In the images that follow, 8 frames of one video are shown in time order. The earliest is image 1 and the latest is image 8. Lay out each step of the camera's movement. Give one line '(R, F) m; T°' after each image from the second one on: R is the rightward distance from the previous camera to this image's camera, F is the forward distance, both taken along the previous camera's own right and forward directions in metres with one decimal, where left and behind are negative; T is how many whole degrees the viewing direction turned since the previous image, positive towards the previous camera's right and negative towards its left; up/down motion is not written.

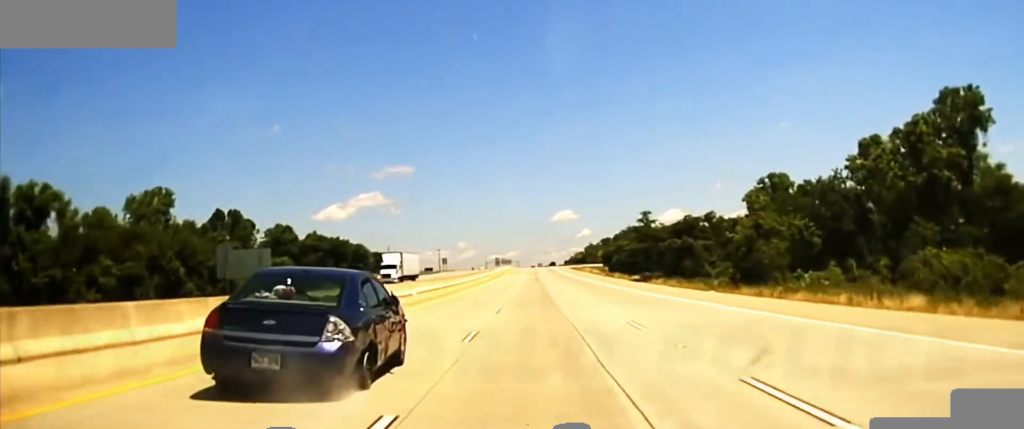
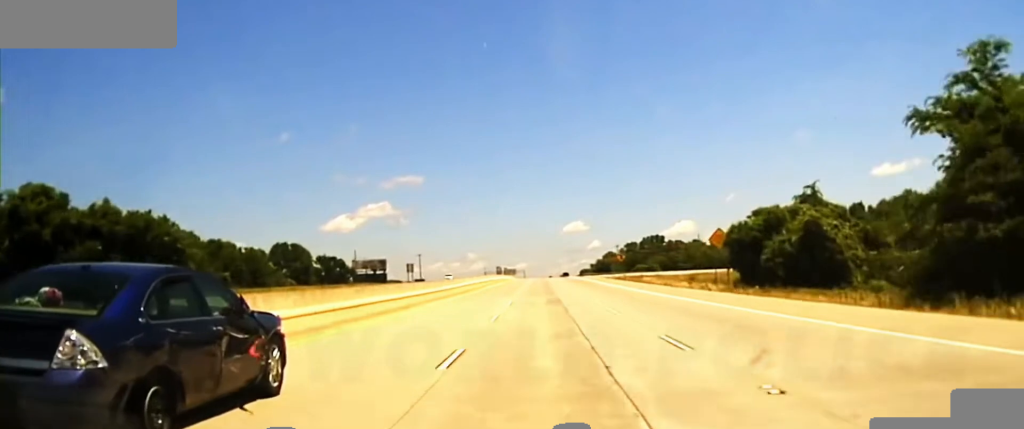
(-0.5, +100.0) m; 0°
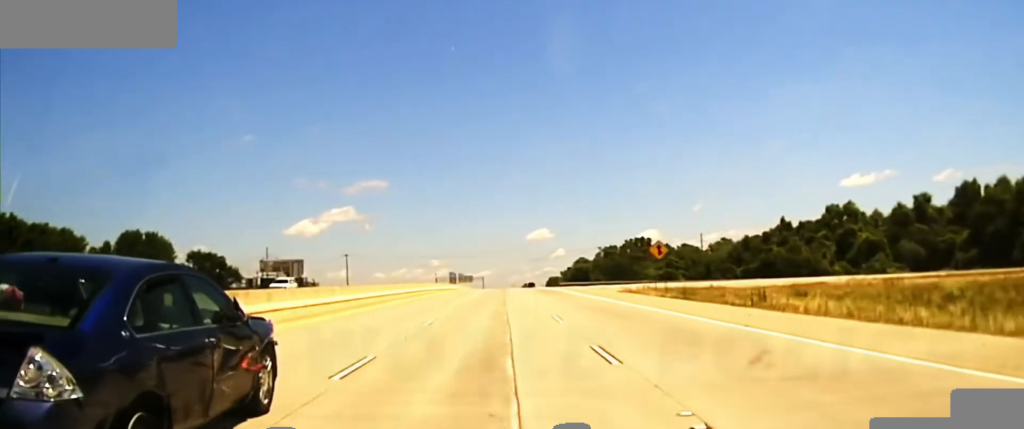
(+0.6, +87.4) m; +1°
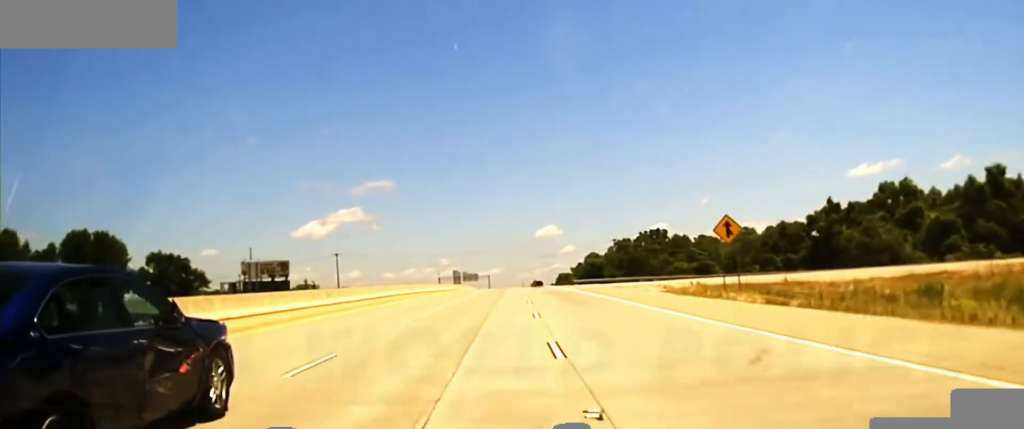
(+0.2, +29.3) m; 0°
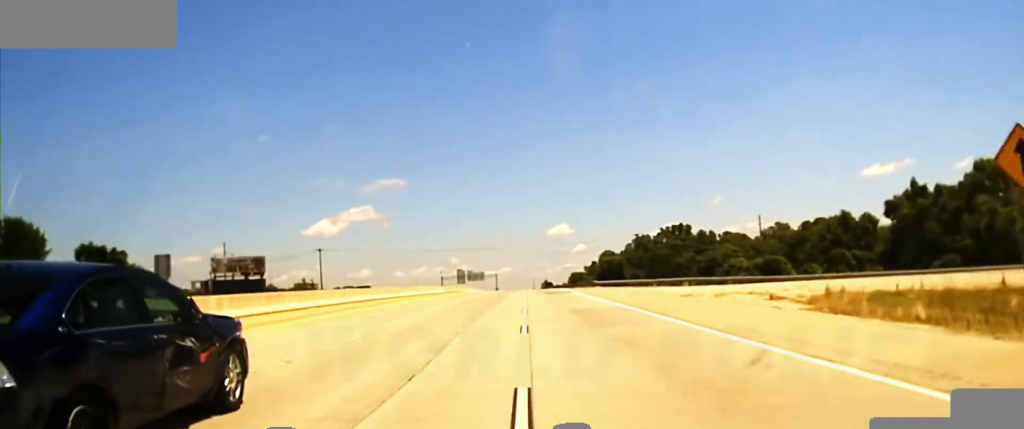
(+0.1, +35.2) m; 0°
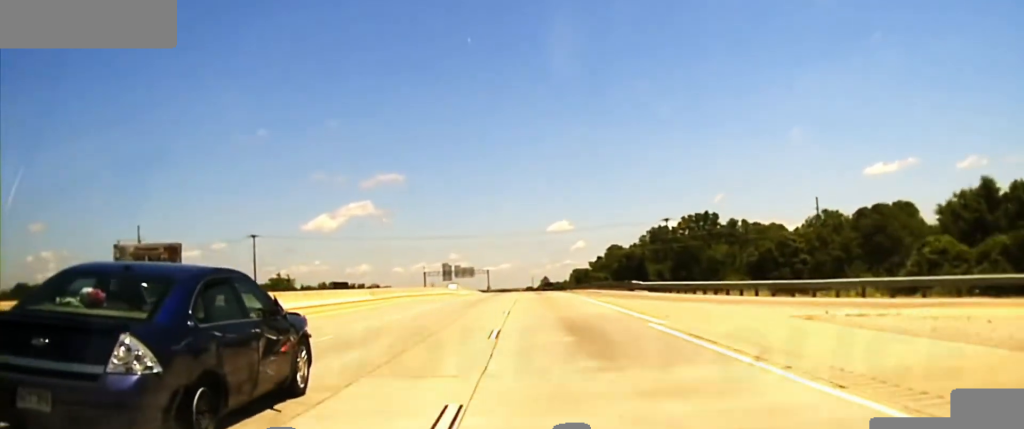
(-0.4, +50.5) m; -1°
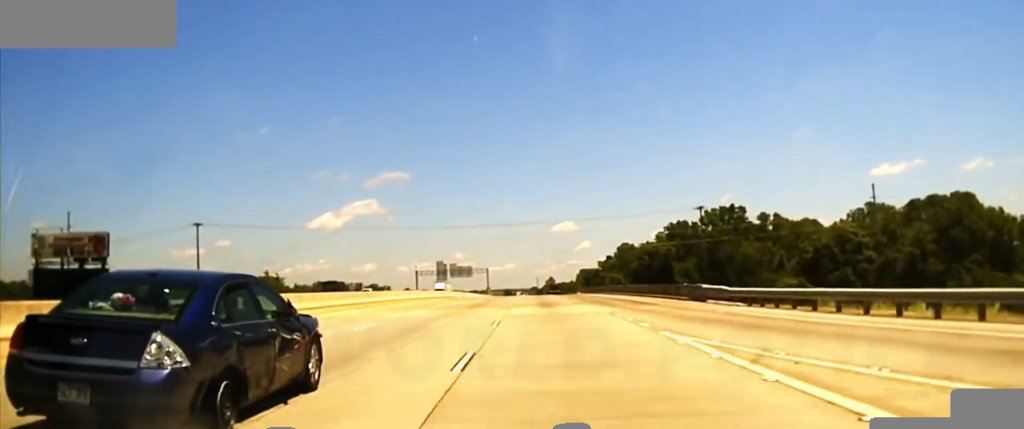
(-0.1, +26.0) m; 0°
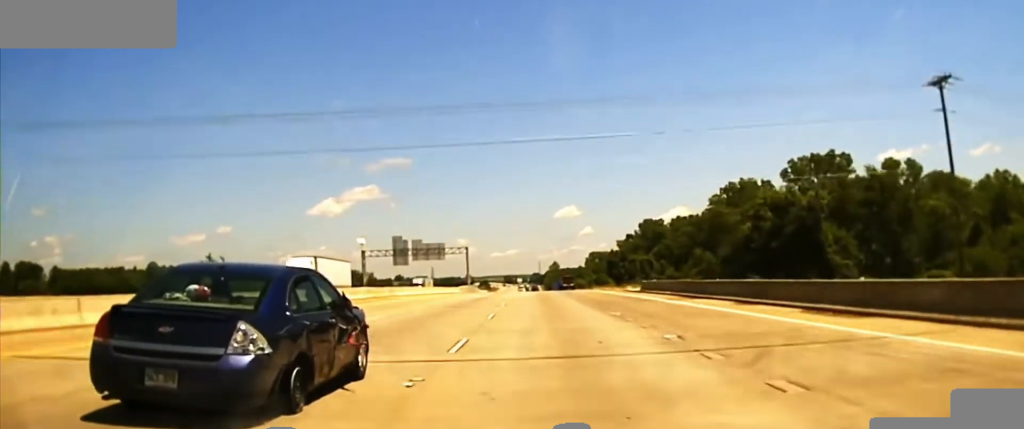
(0.0, +70.0) m; 0°
